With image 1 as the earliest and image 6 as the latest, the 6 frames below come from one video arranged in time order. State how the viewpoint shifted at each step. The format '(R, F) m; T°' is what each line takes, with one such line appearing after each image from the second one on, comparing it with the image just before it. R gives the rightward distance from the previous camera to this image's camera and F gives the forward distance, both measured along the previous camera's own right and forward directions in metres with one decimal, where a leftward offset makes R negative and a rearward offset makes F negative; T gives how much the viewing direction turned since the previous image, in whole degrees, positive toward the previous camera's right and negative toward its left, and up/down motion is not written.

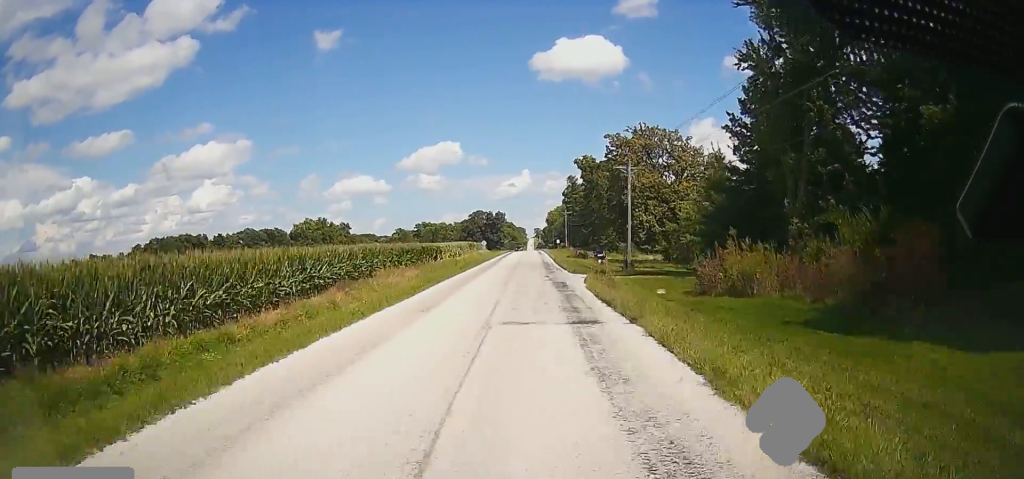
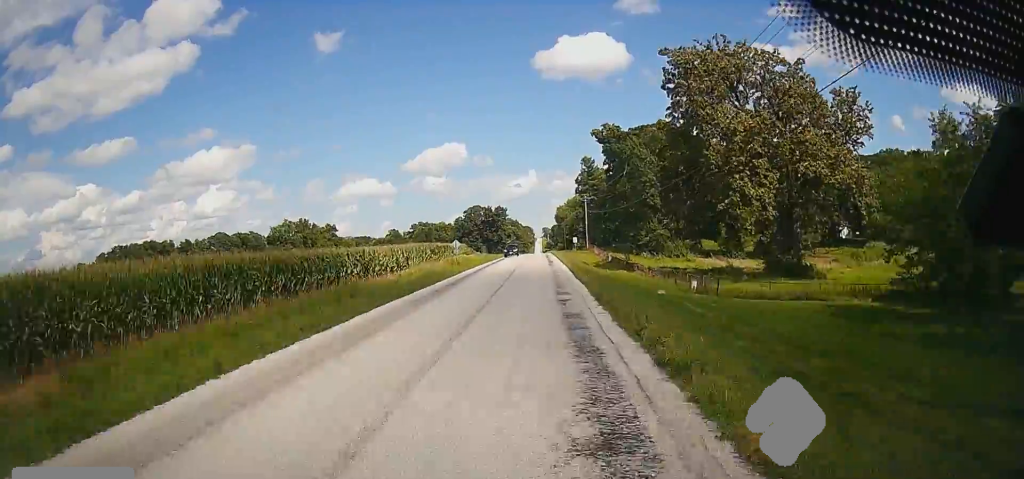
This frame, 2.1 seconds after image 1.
(-0.8, +41.0) m; -2°
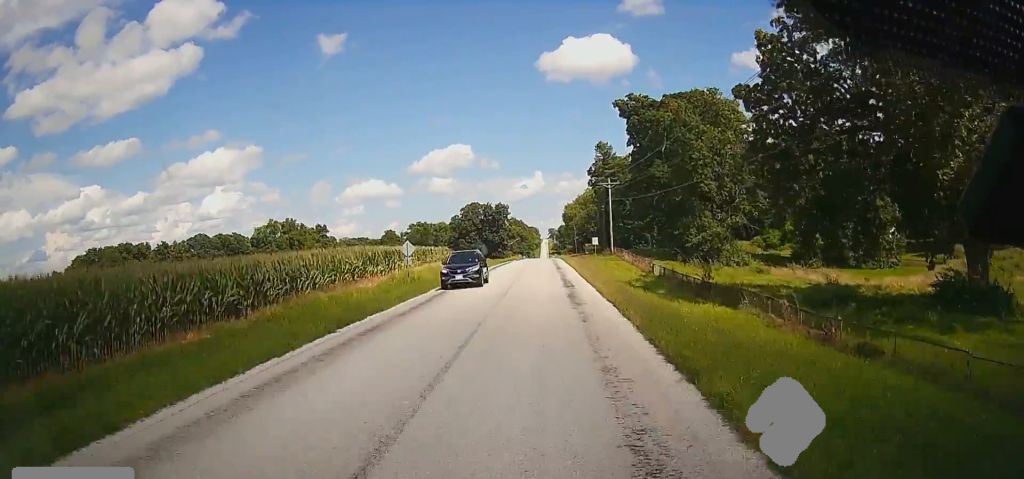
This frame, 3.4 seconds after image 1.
(-0.1, +26.7) m; 0°
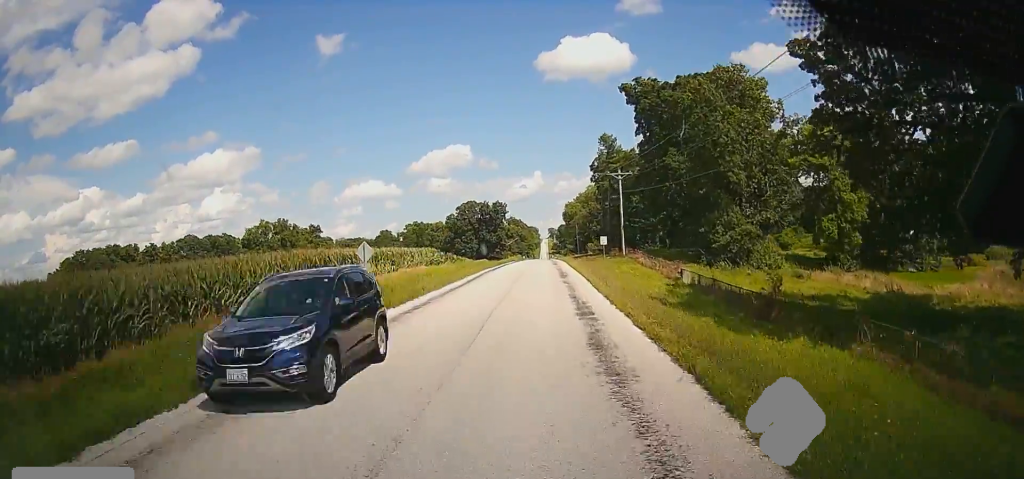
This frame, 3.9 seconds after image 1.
(0.0, +9.8) m; 0°
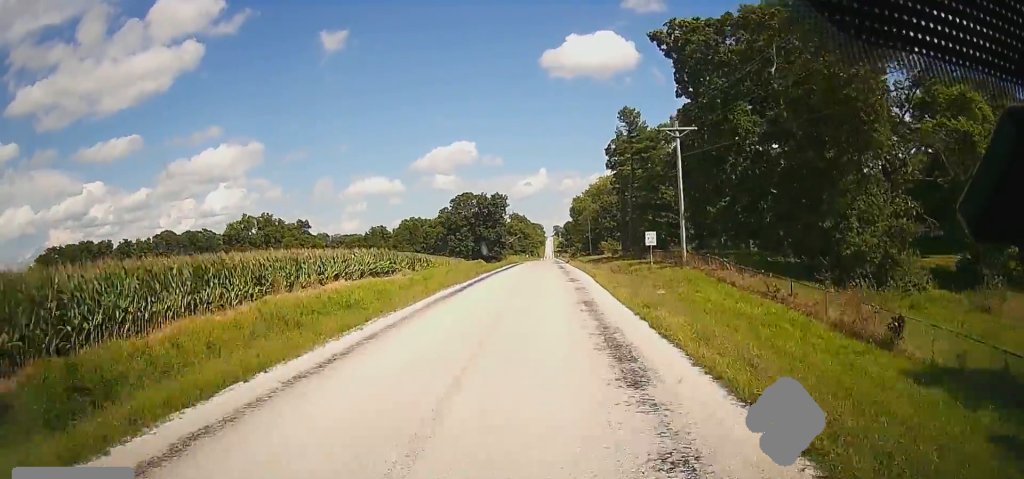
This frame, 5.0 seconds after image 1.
(0.0, +24.2) m; -1°
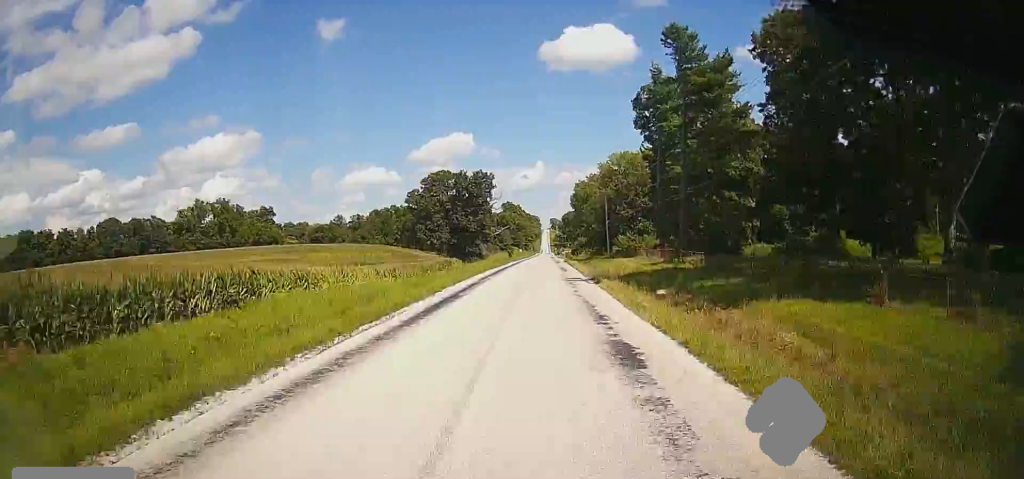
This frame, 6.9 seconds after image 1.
(-0.6, +39.6) m; 0°
